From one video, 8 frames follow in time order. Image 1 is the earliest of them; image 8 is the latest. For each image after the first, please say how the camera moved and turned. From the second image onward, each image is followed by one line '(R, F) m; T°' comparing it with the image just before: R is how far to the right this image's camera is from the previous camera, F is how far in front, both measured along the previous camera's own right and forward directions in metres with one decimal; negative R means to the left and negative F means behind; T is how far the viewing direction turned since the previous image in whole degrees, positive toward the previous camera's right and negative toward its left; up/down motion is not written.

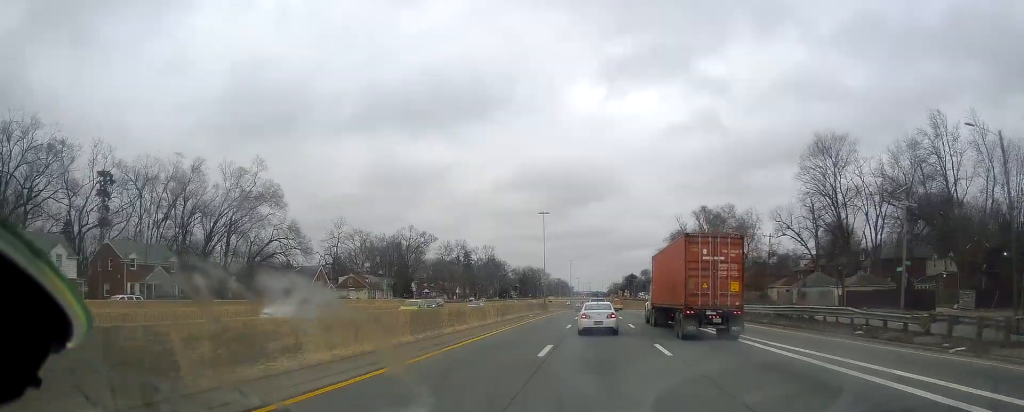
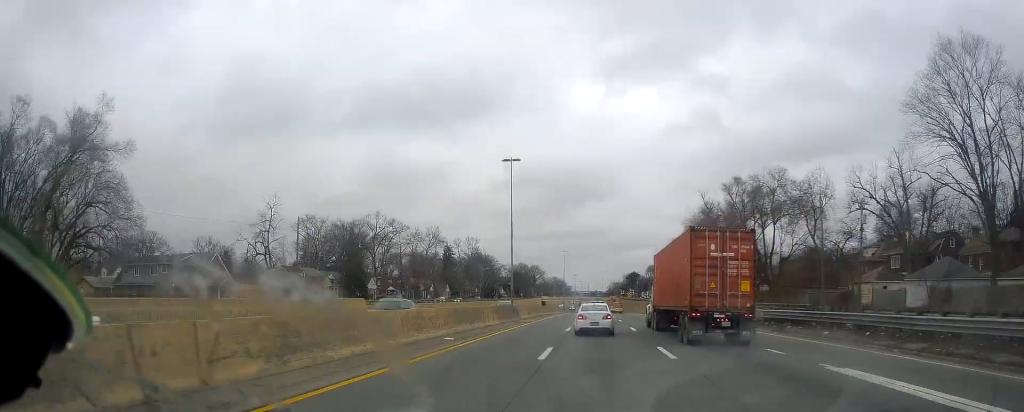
(-0.1, +31.0) m; +1°
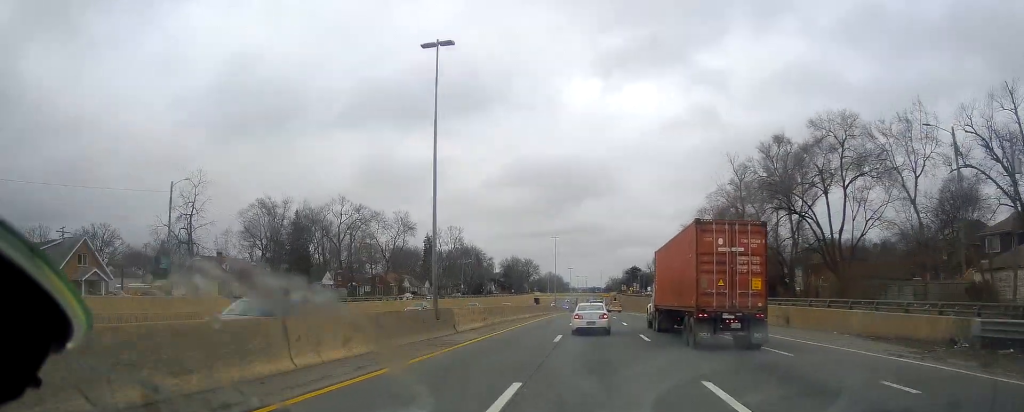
(+0.3, +23.7) m; 0°
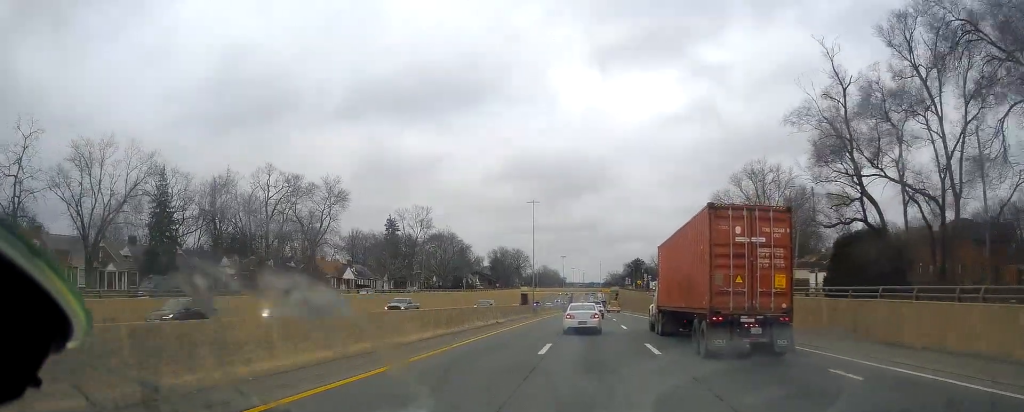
(-0.2, +36.0) m; +1°
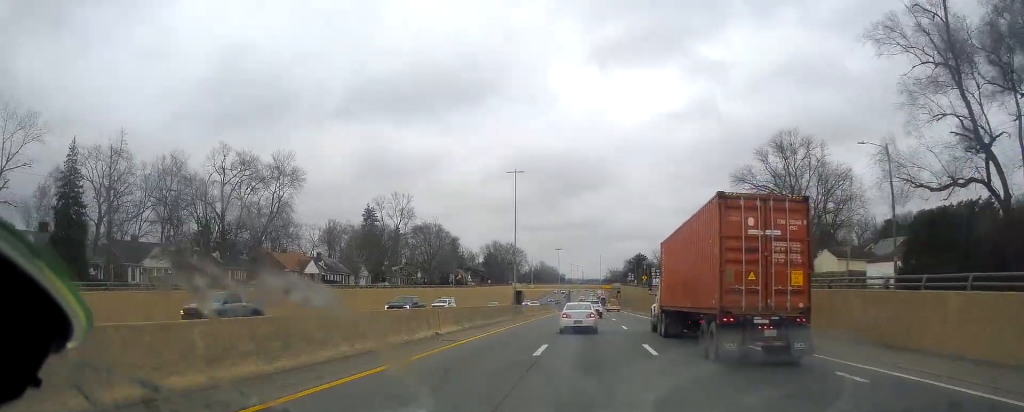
(+0.4, +16.2) m; 0°
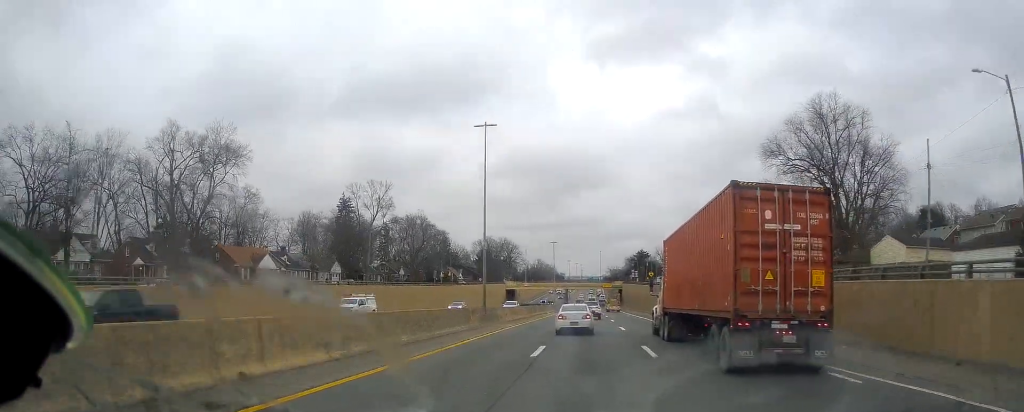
(+0.4, +15.2) m; 0°
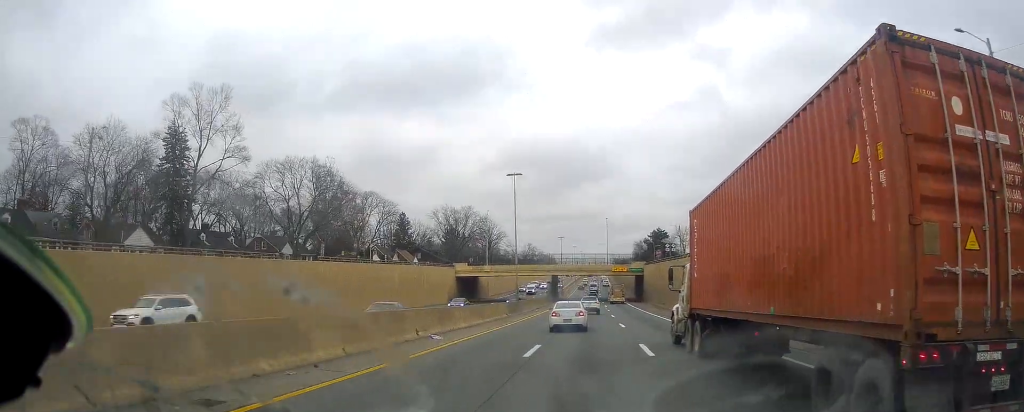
(-0.8, +61.6) m; -1°
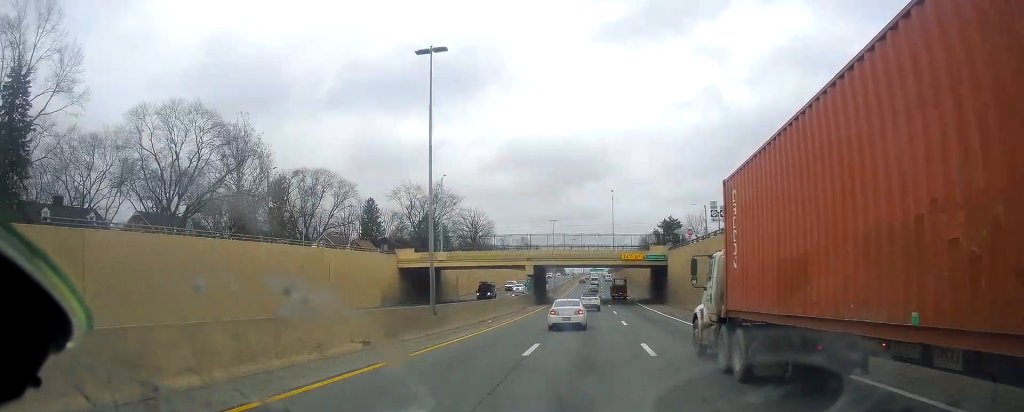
(-0.3, +30.3) m; 0°
